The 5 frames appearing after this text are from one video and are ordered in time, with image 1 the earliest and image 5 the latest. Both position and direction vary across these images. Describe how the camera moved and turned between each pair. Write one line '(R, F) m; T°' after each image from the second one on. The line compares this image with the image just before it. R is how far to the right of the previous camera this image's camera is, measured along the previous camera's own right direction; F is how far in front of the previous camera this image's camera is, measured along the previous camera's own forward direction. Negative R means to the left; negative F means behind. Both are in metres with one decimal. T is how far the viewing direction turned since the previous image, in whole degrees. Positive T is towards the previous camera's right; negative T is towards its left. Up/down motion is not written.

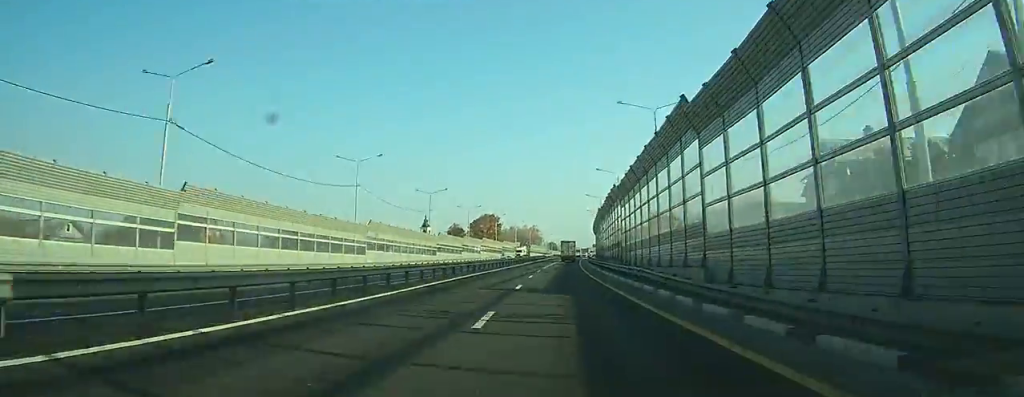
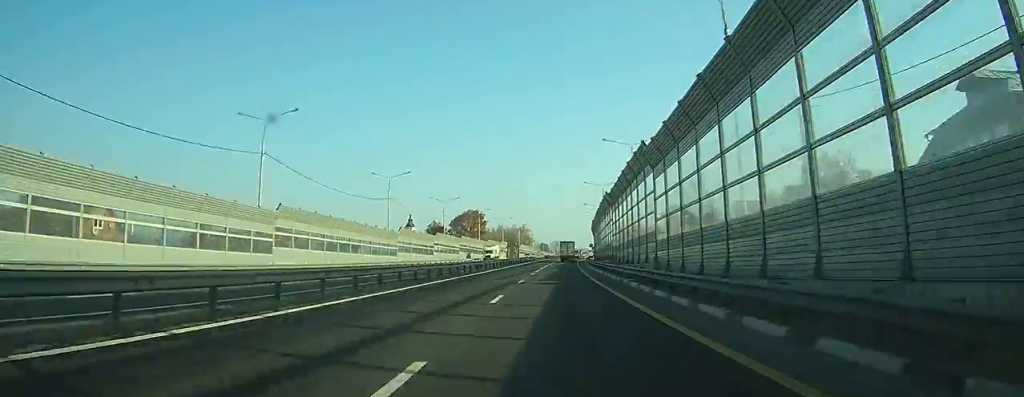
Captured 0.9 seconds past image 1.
(+0.2, +16.7) m; +1°
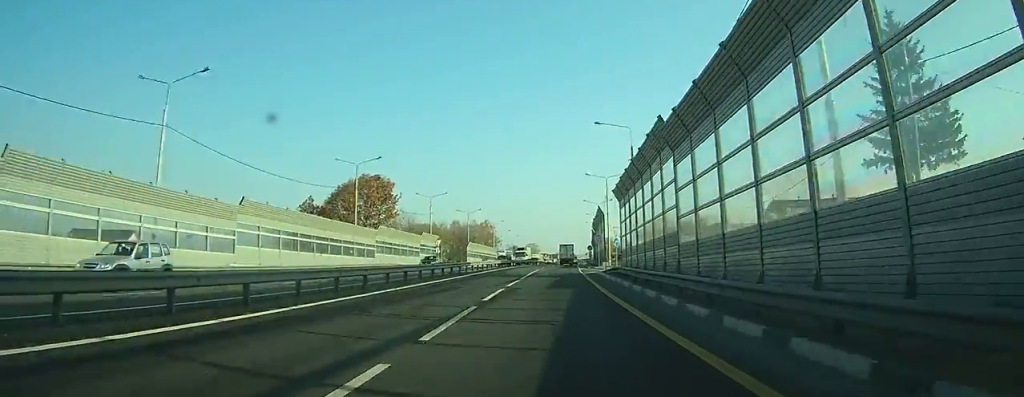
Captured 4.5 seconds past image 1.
(+1.4, +65.4) m; +2°
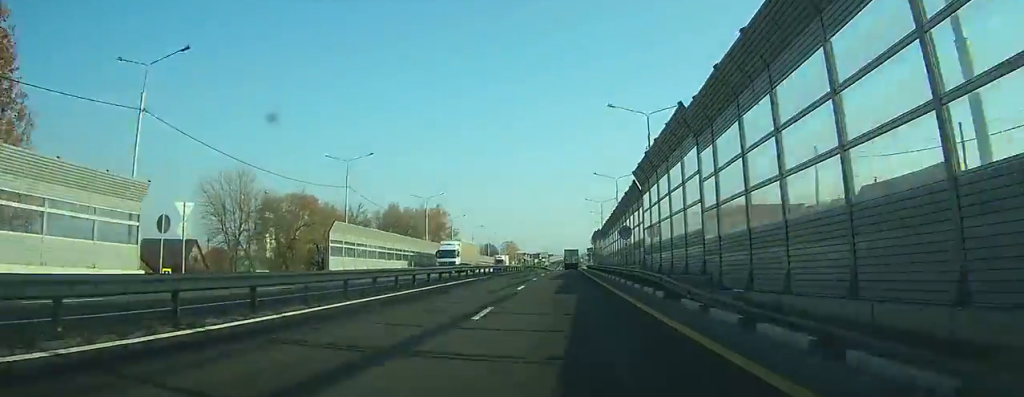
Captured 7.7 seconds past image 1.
(+0.9, +62.3) m; +2°
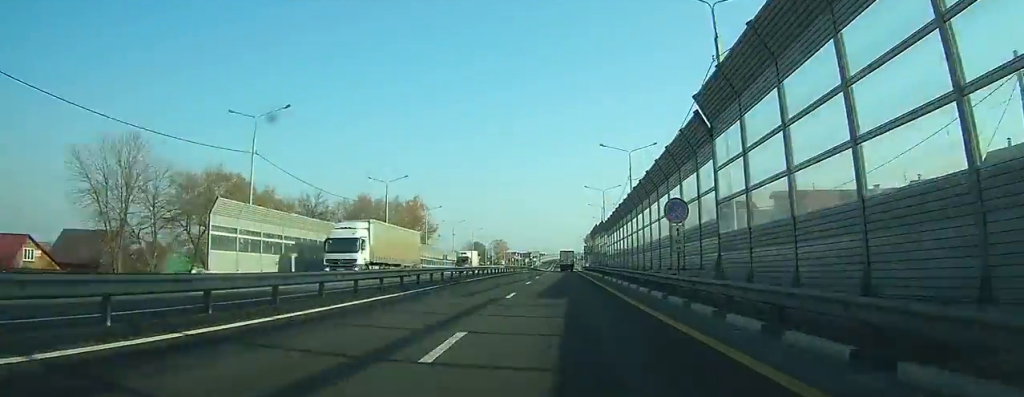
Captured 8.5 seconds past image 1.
(+0.1, +17.1) m; +1°
